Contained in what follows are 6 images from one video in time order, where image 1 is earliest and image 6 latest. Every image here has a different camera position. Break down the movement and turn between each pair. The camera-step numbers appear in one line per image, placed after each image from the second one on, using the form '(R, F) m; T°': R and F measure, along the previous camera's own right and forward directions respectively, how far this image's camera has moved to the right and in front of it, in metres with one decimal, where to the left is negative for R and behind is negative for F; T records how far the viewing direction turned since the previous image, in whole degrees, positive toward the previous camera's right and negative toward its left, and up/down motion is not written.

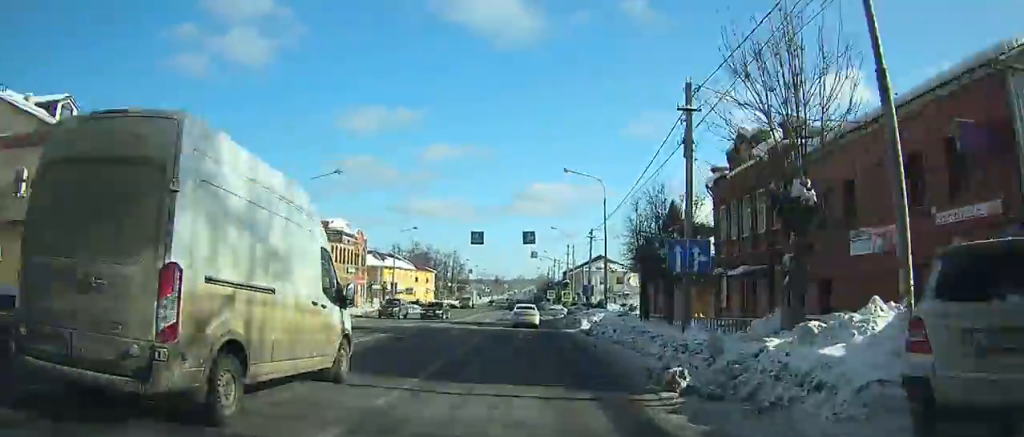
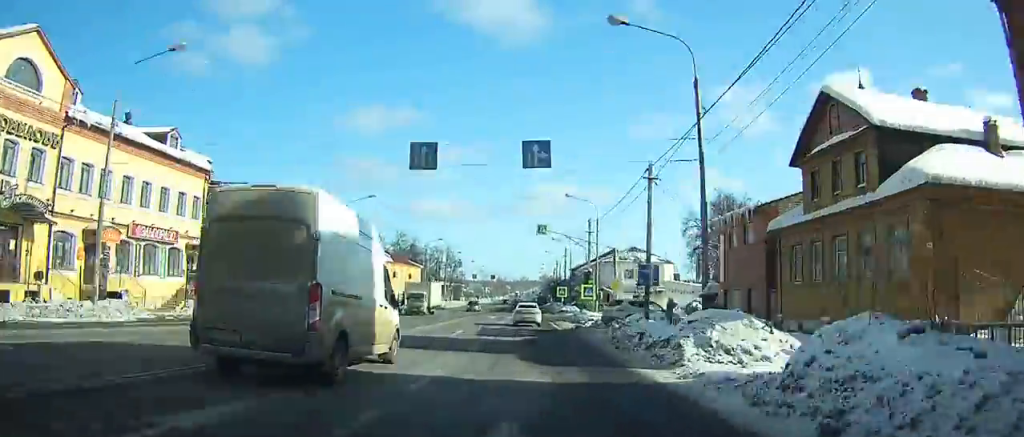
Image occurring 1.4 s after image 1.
(0.0, +22.2) m; 0°
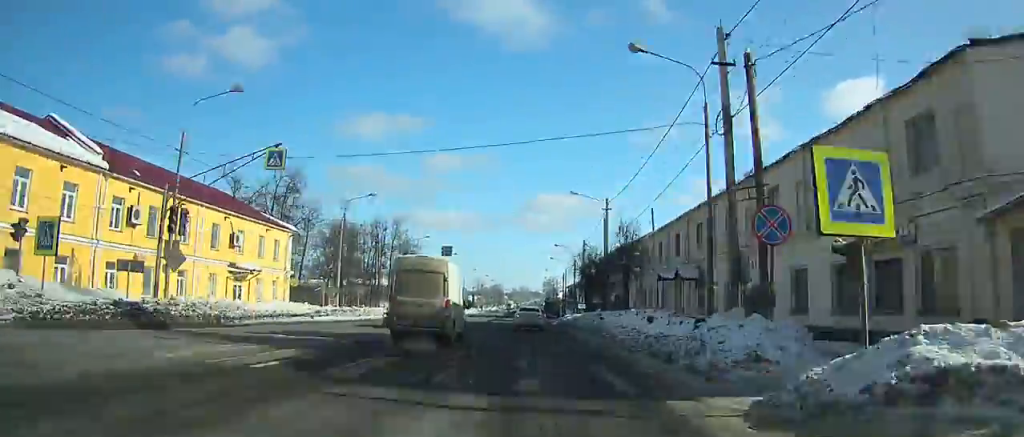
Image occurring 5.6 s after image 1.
(-0.5, +67.4) m; 0°
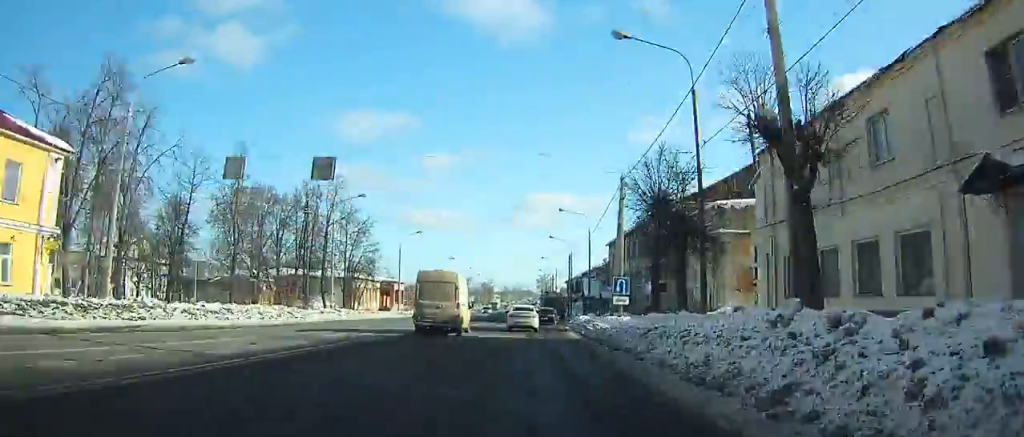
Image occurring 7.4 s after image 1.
(0.0, +29.2) m; 0°
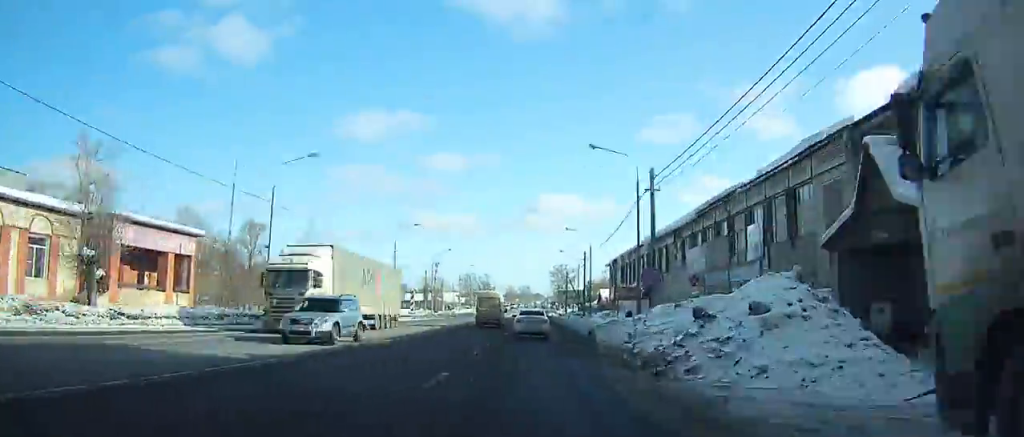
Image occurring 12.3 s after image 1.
(+0.3, +80.6) m; 0°
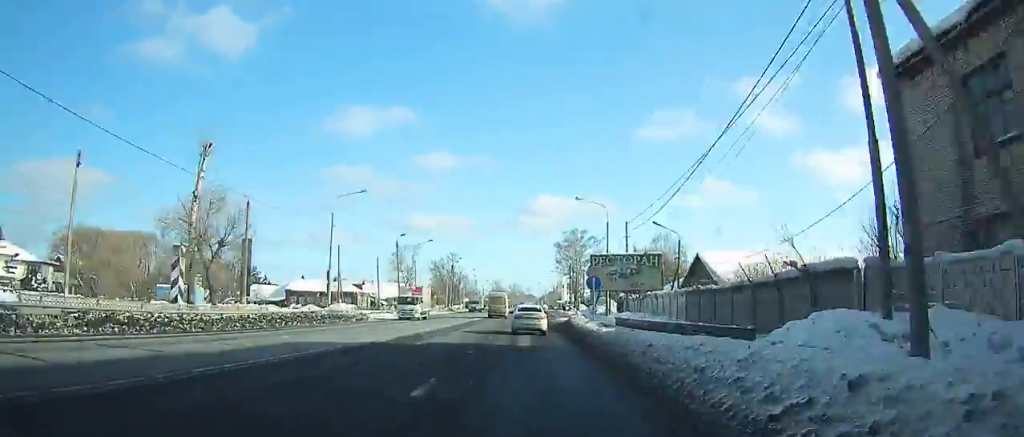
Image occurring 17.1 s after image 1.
(+0.3, +80.4) m; 0°
